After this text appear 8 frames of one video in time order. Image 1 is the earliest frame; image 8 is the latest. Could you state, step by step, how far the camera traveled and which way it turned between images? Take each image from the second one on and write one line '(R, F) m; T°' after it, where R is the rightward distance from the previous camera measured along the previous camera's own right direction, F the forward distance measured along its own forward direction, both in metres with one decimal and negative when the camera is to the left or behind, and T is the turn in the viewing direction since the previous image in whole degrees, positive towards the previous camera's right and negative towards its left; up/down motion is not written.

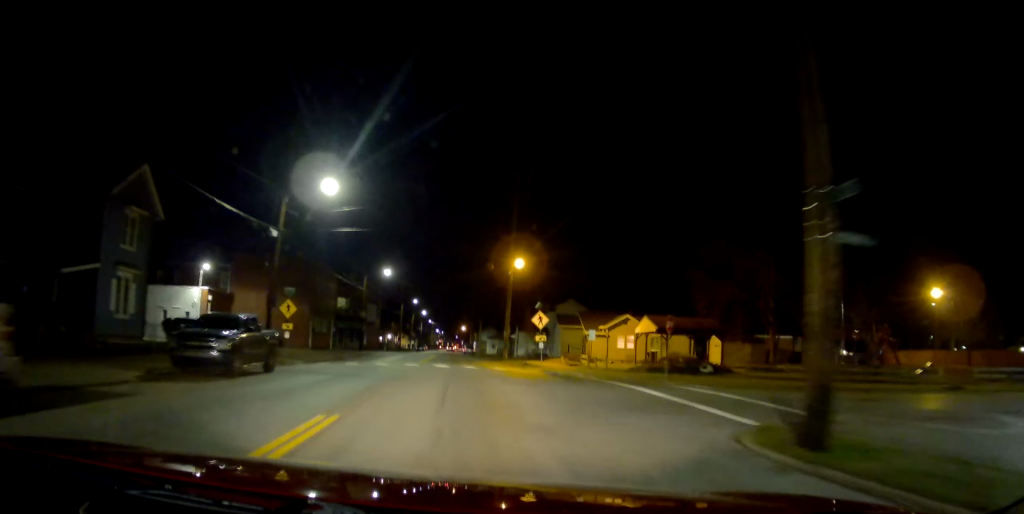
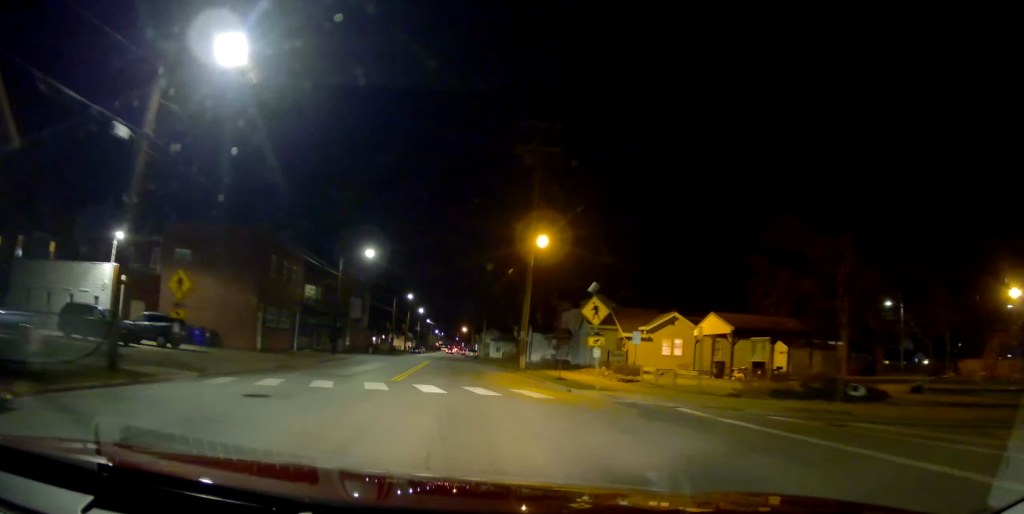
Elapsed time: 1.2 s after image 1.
(-0.4, +13.3) m; -4°
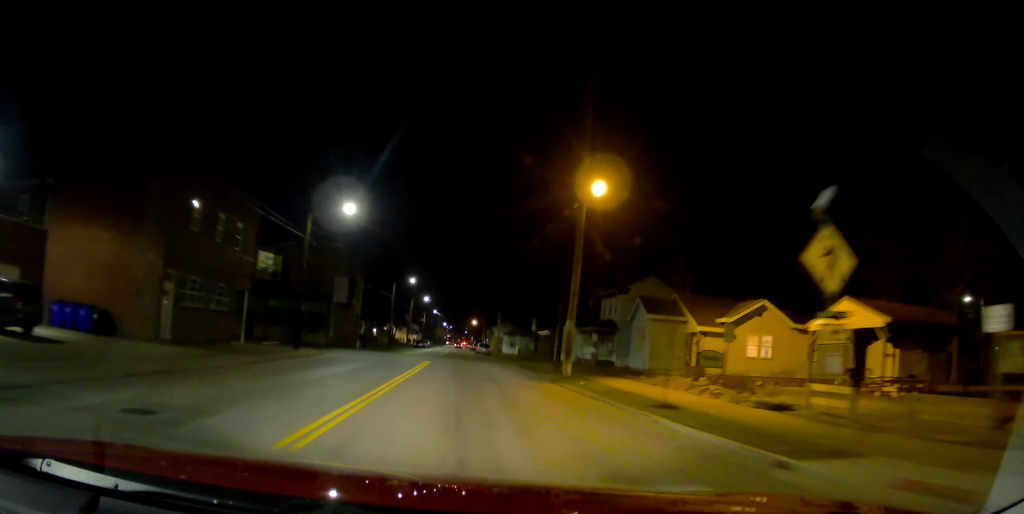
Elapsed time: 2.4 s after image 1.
(-0.3, +13.8) m; 0°
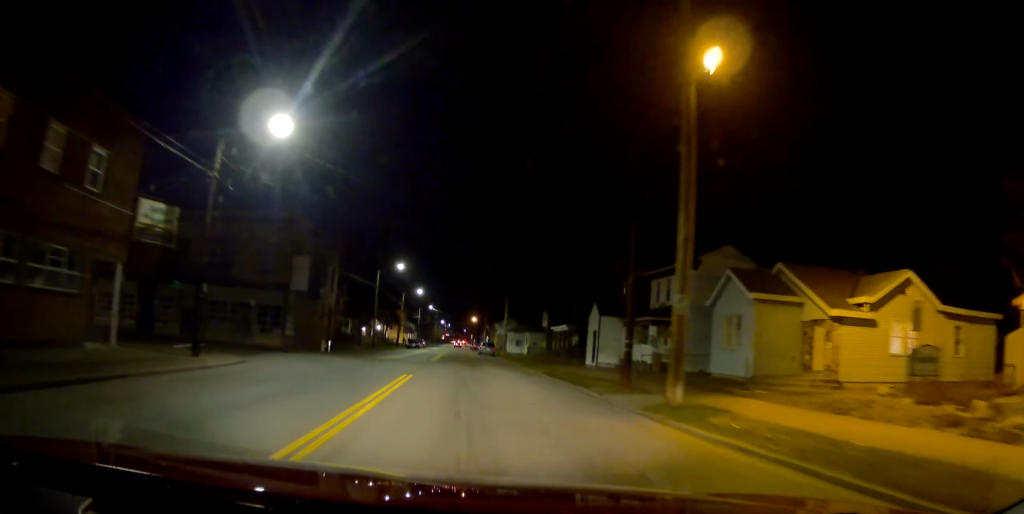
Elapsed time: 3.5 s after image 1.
(+0.3, +13.7) m; +1°
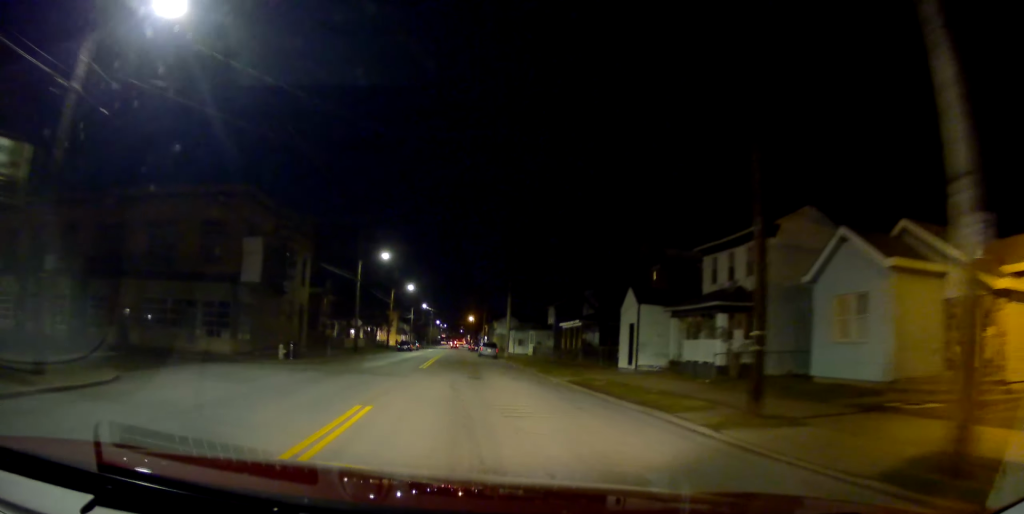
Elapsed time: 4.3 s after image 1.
(0.0, +9.0) m; 0°
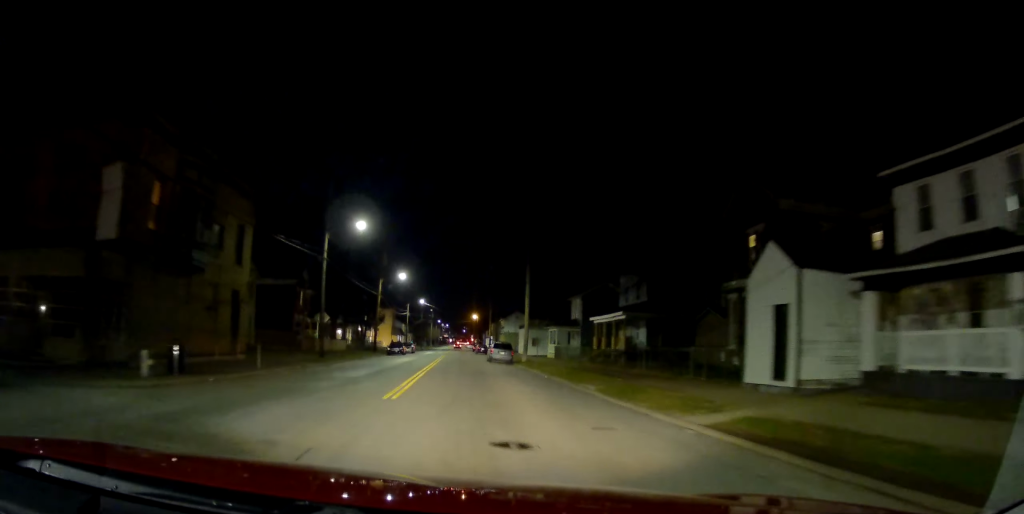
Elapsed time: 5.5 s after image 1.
(+0.2, +14.3) m; +1°
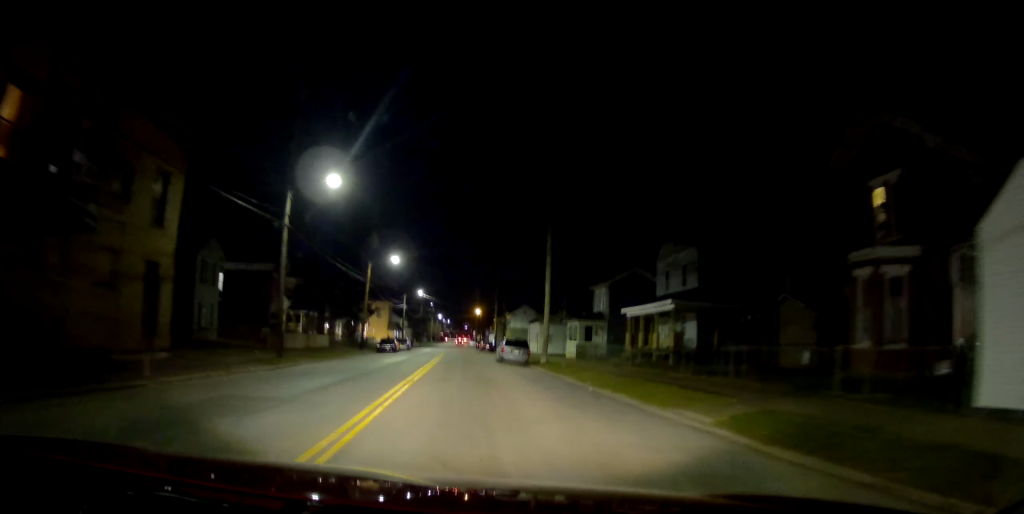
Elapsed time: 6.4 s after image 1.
(+0.1, +9.6) m; 0°
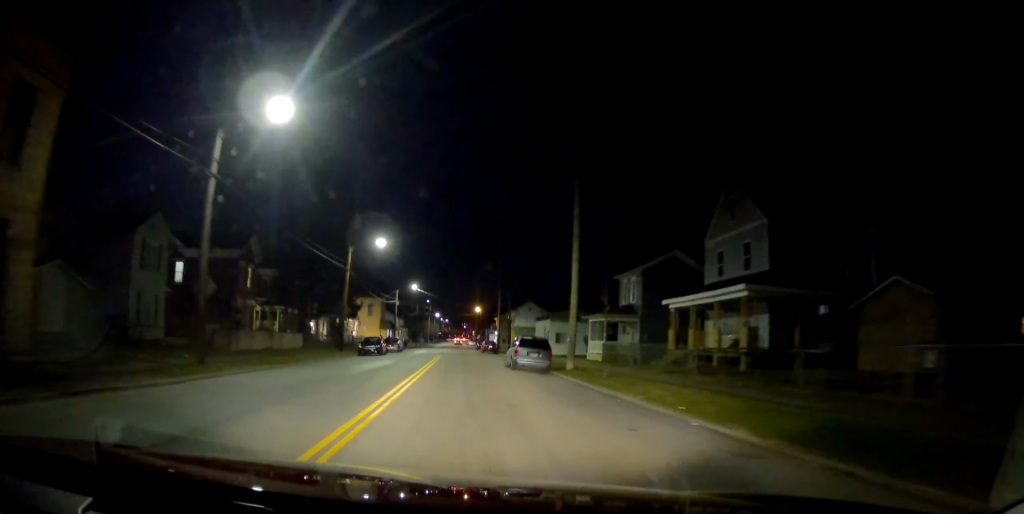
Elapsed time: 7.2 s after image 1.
(-0.2, +9.2) m; -1°
